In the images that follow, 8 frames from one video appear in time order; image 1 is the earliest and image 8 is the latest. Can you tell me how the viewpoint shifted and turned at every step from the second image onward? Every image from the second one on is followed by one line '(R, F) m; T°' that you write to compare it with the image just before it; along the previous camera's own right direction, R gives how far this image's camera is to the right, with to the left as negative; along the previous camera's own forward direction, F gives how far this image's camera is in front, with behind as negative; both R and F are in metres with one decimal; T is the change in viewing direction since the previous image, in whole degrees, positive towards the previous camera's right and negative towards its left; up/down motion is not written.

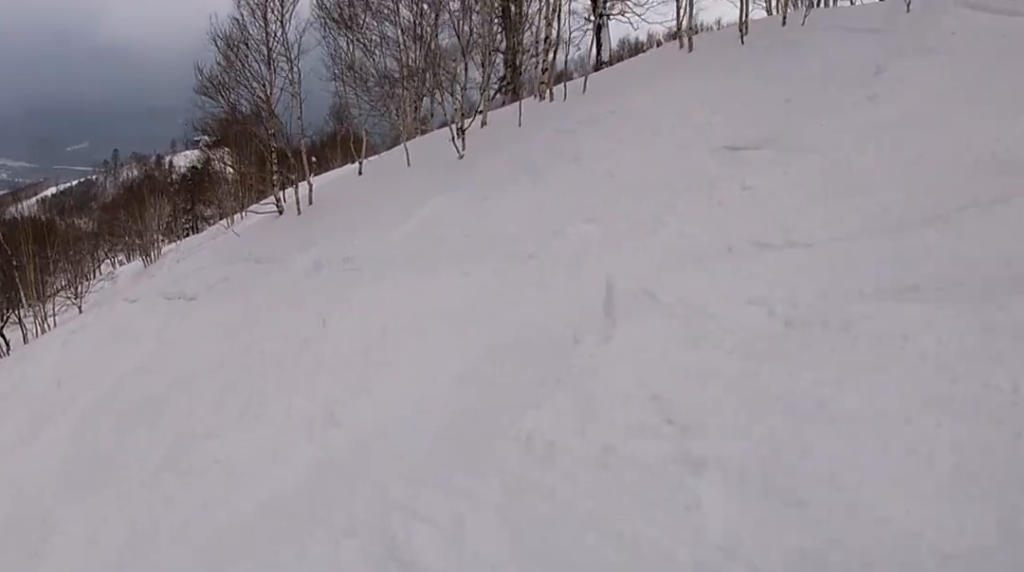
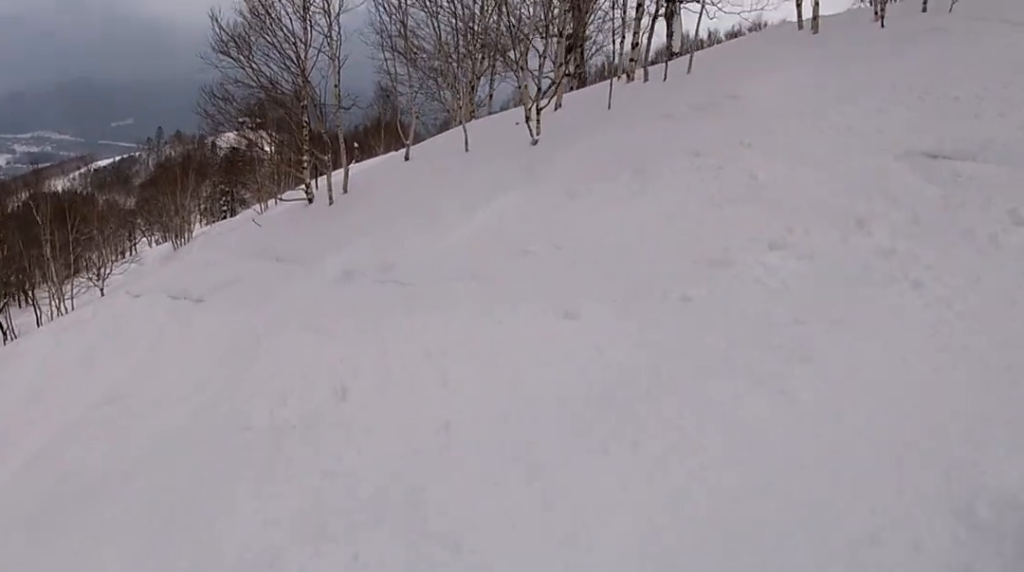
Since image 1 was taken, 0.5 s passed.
(0.0, +2.5) m; -8°
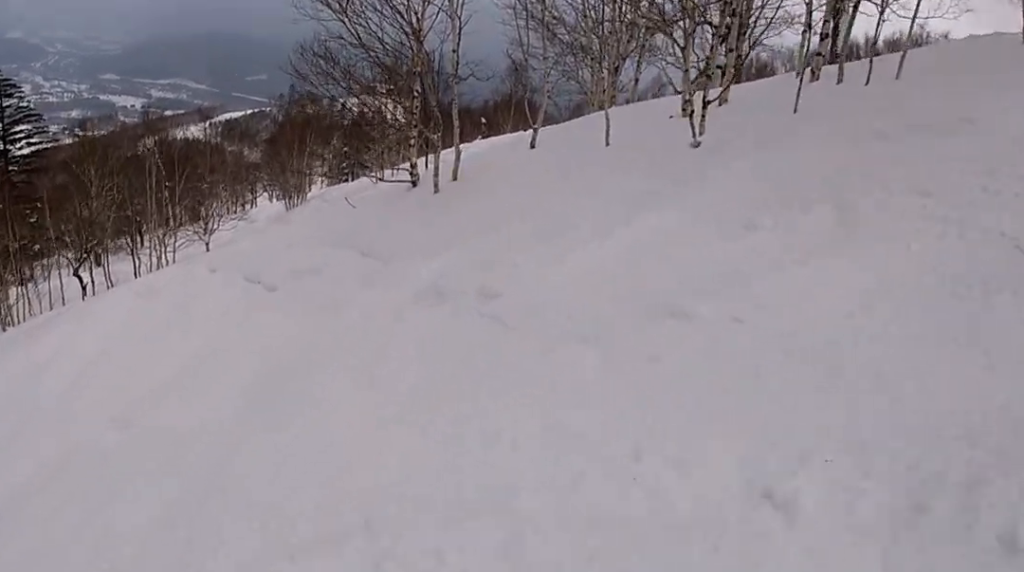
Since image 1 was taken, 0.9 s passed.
(-0.2, +2.1) m; -22°
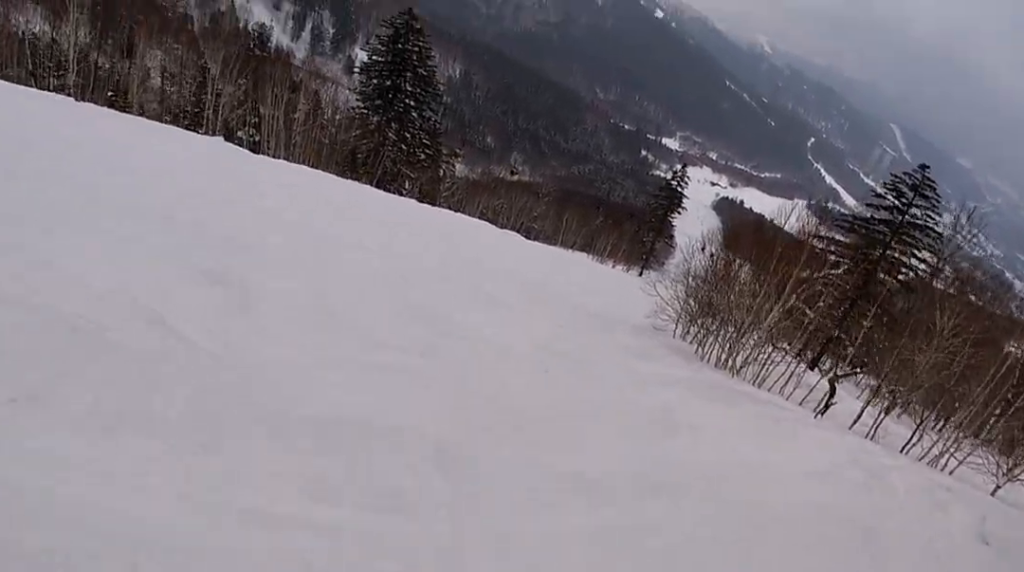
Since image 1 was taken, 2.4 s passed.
(-3.3, +3.7) m; -78°
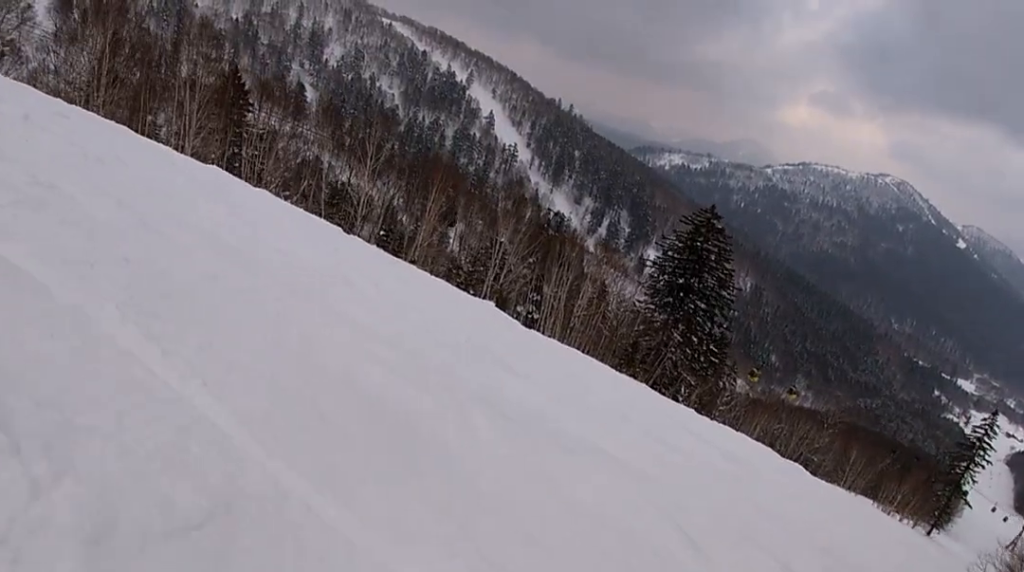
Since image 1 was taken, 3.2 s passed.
(-0.7, +3.7) m; -12°
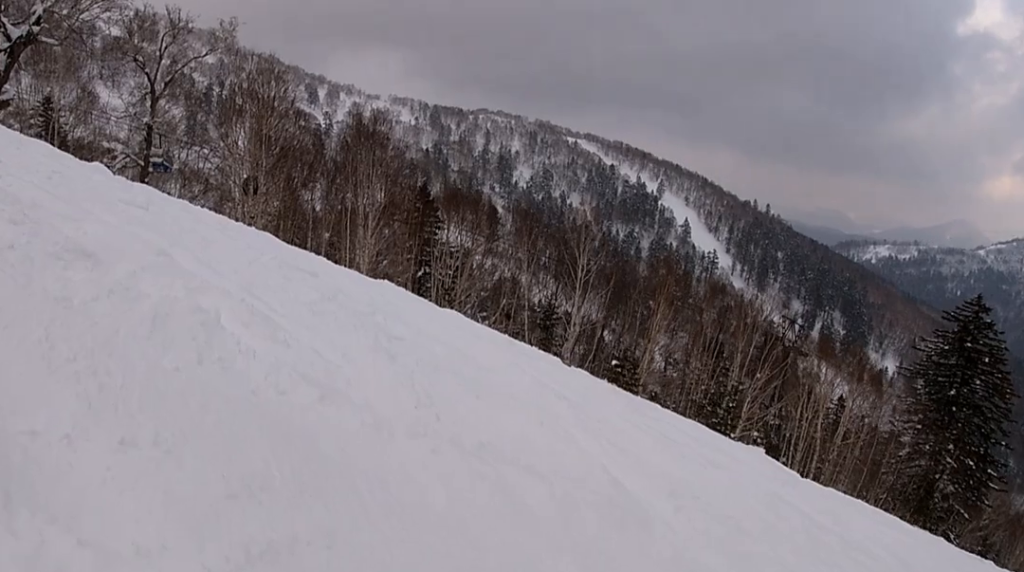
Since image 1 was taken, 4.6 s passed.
(-0.3, +5.7) m; -3°
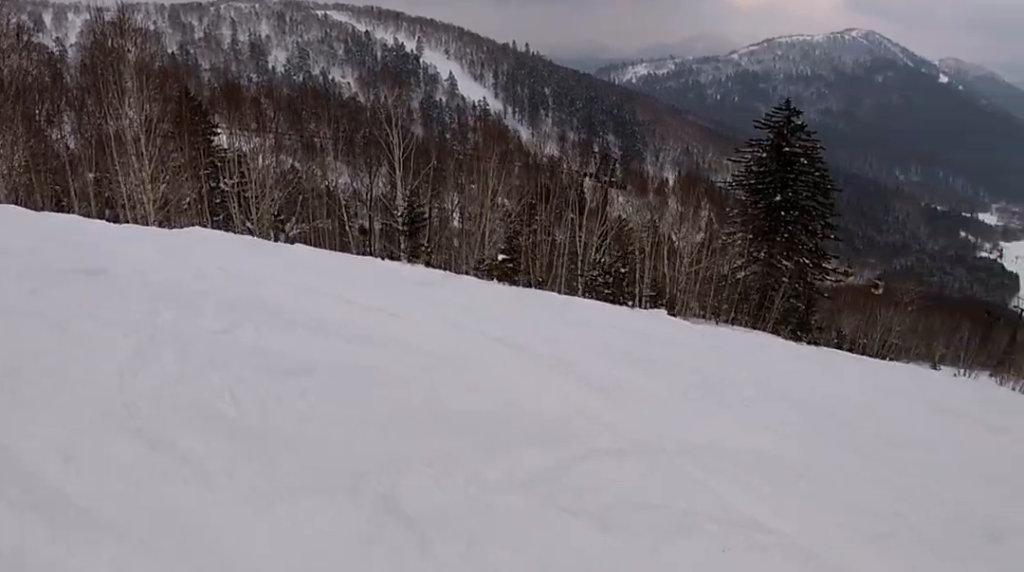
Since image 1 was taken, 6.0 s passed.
(+0.1, +5.5) m; +23°
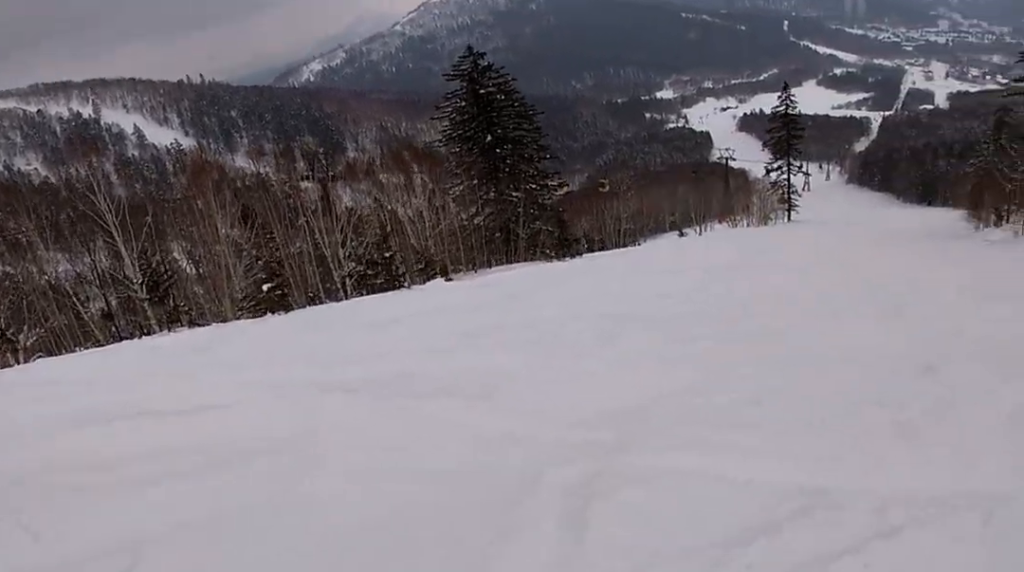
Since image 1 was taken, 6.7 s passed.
(+0.1, +1.9) m; +32°
